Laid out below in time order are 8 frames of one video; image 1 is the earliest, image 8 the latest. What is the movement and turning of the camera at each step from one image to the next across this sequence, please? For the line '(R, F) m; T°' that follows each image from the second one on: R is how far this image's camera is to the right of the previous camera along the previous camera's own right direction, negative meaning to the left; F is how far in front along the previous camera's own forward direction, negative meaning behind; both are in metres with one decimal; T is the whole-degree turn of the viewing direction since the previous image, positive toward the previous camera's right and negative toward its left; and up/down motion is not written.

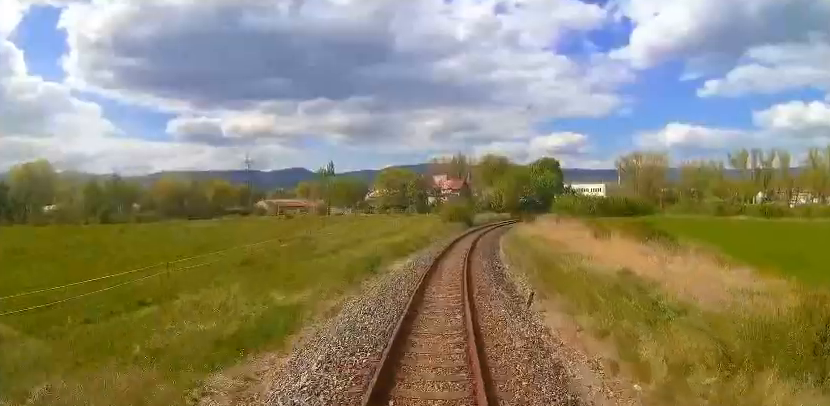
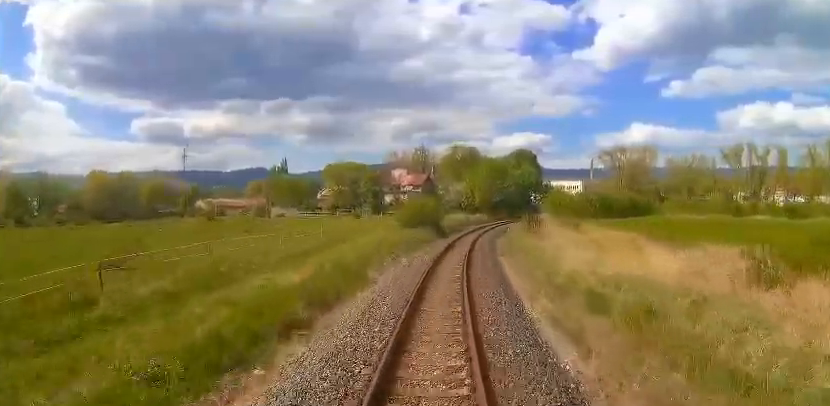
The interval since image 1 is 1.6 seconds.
(-0.1, +20.6) m; +4°
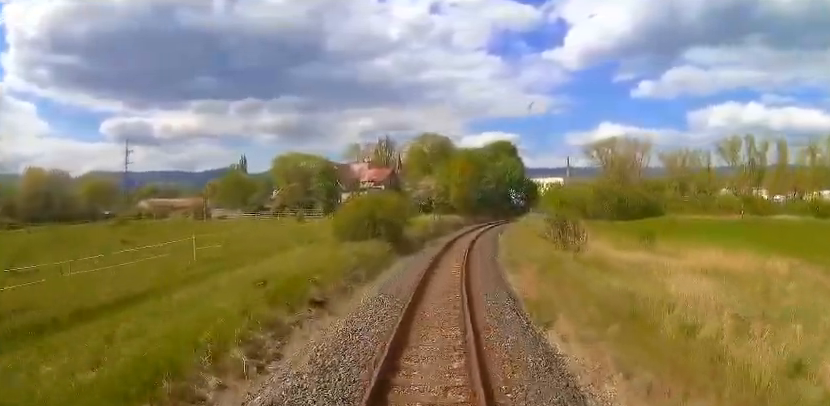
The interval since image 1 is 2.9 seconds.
(+1.3, +17.0) m; +5°
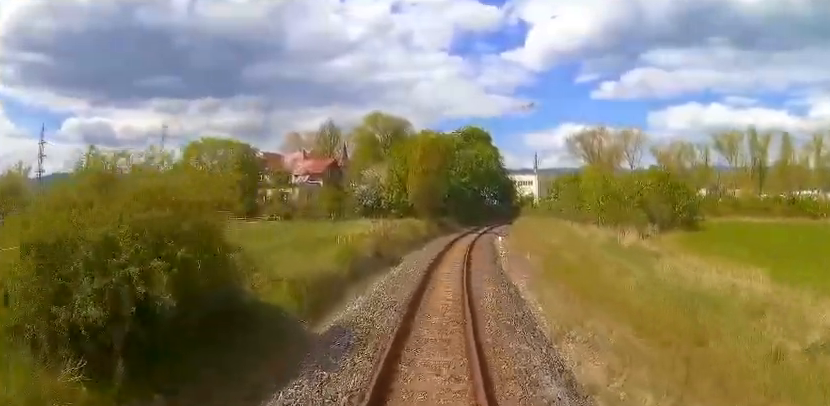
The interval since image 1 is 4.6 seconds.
(+0.6, +22.4) m; +6°
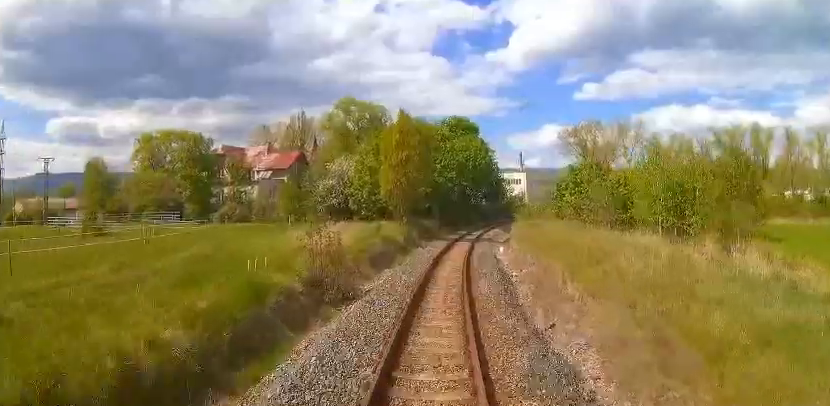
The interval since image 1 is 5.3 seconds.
(+0.4, +9.7) m; +3°
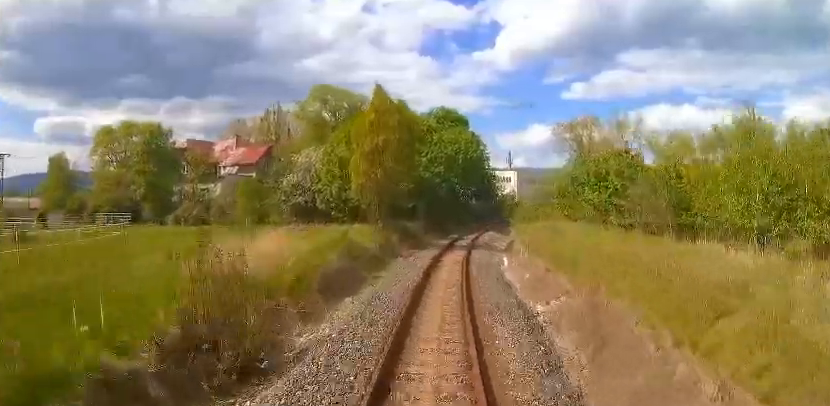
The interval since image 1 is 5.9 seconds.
(+0.2, +7.1) m; +2°
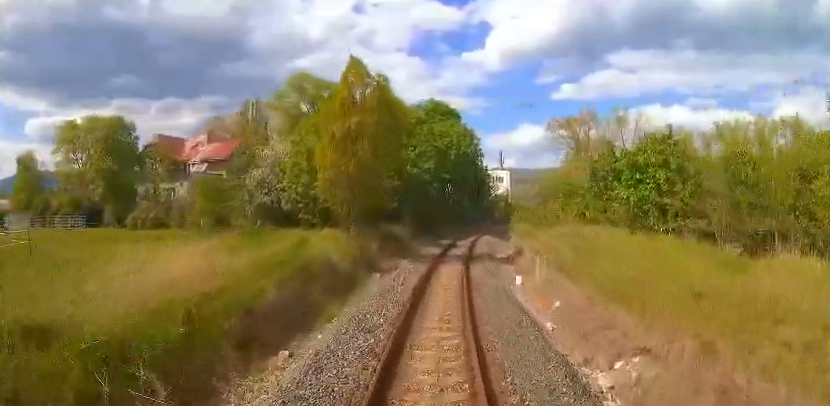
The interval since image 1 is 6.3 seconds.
(+0.1, +5.8) m; +1°
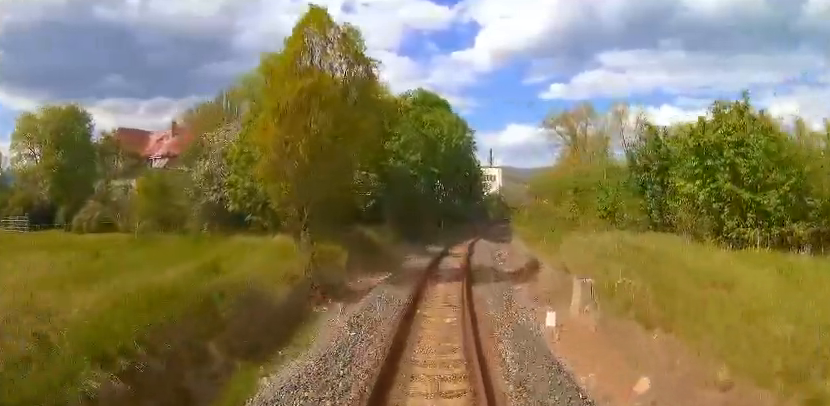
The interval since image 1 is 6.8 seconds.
(+0.1, +6.3) m; +1°
